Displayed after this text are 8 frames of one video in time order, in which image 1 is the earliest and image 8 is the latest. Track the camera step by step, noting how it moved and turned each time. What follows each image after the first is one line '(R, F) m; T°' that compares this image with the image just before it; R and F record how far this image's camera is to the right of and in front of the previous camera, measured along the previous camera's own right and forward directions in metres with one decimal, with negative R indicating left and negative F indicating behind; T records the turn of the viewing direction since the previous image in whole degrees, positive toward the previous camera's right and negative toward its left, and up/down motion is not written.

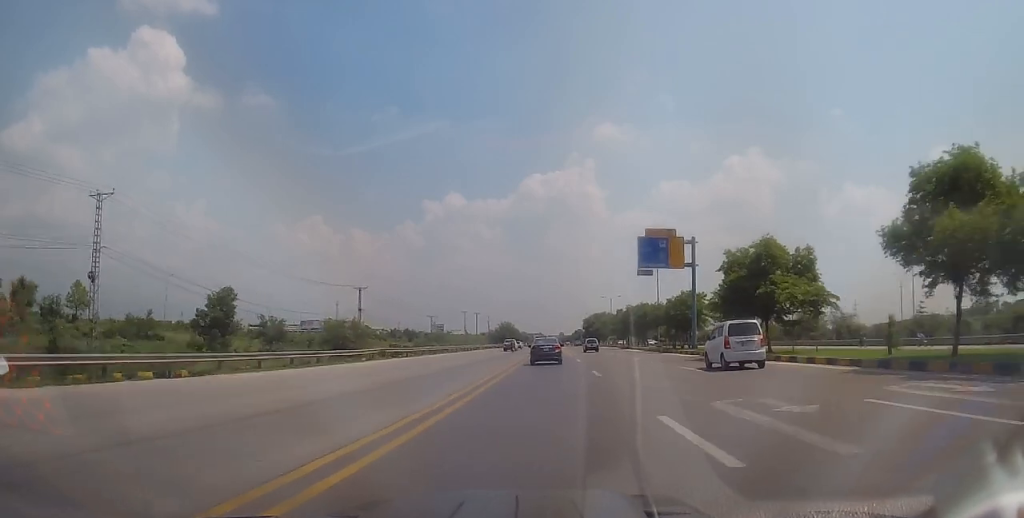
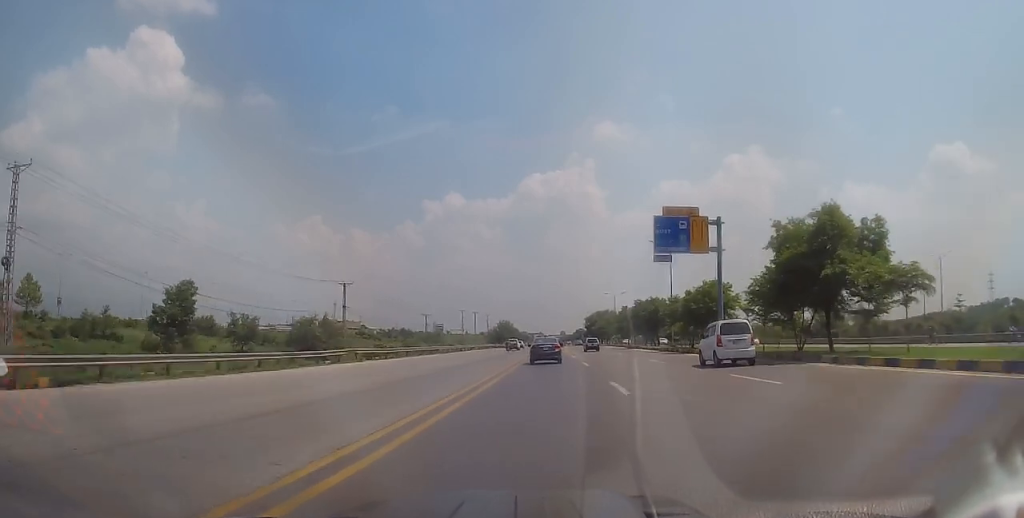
(0.0, +7.8) m; 0°
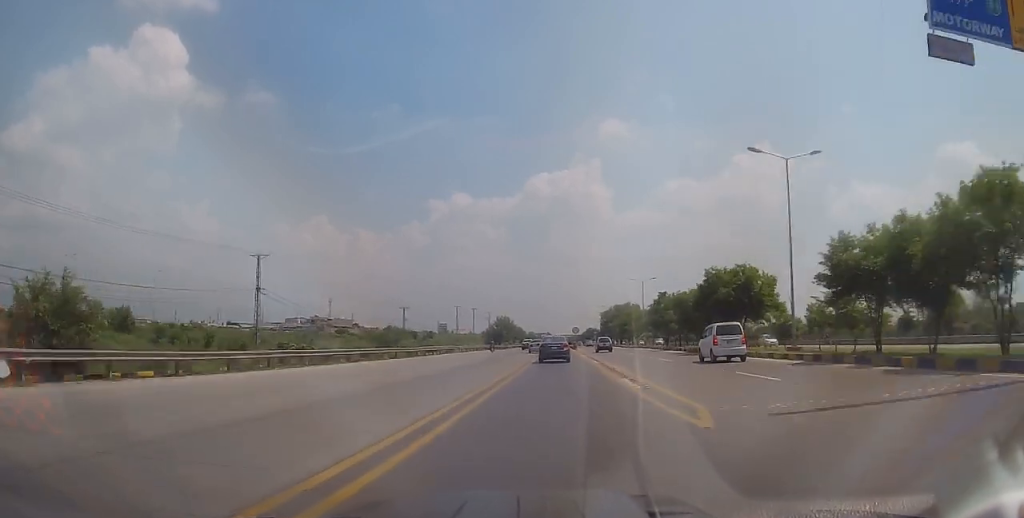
(-0.6, +30.8) m; -1°
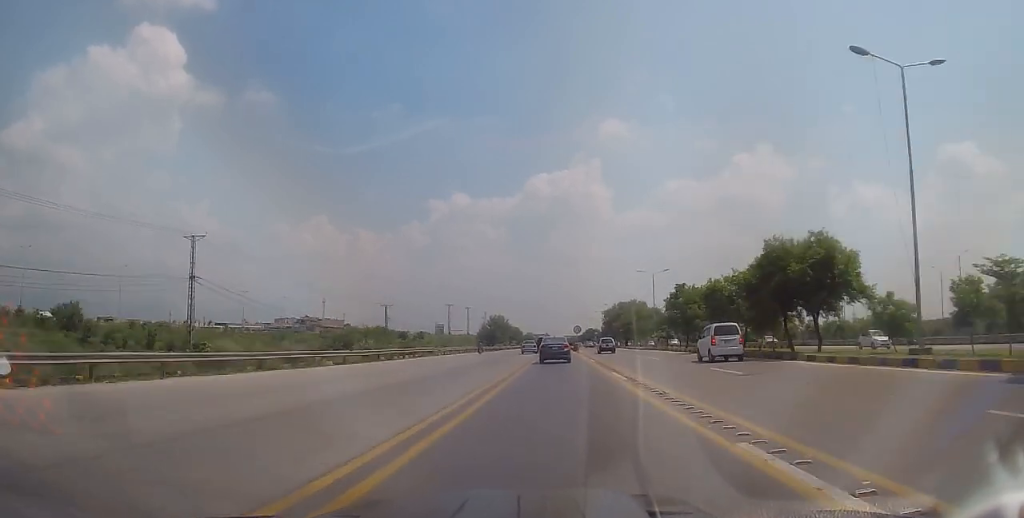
(+0.1, +12.4) m; +1°
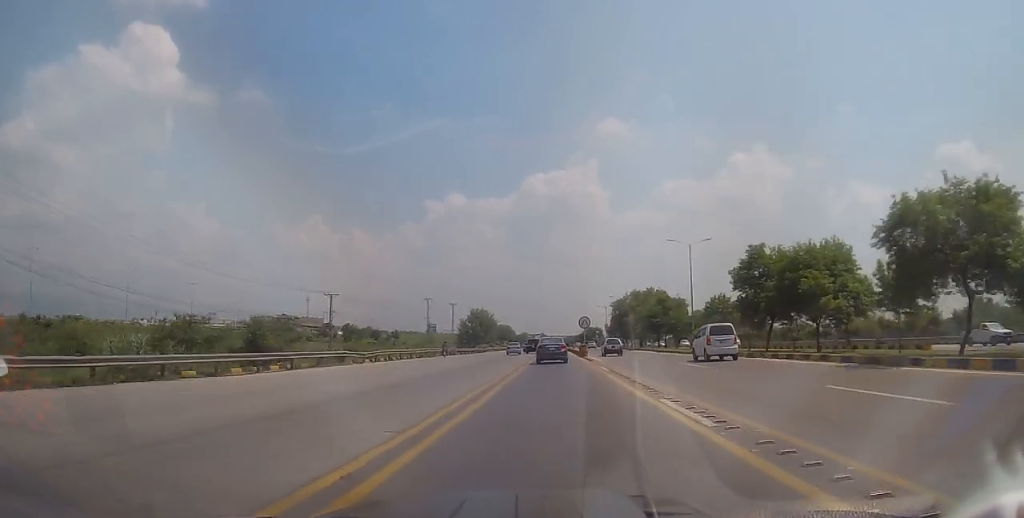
(+0.3, +26.4) m; +2°
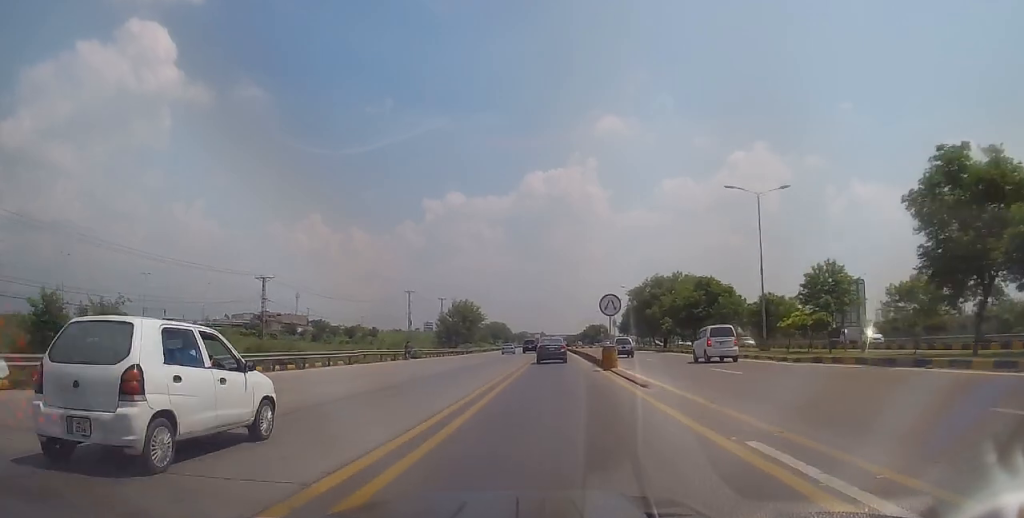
(+0.3, +21.1) m; -1°
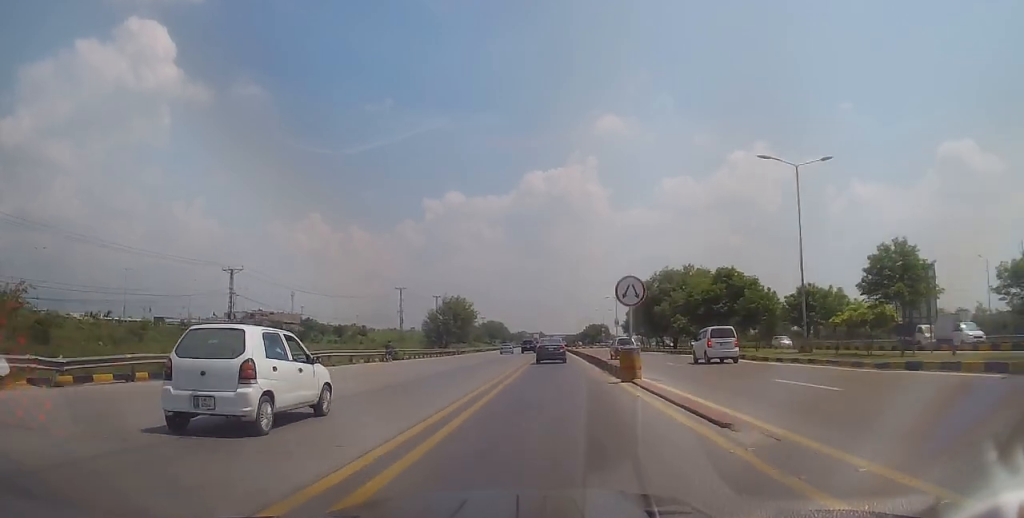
(-0.1, +6.8) m; -1°
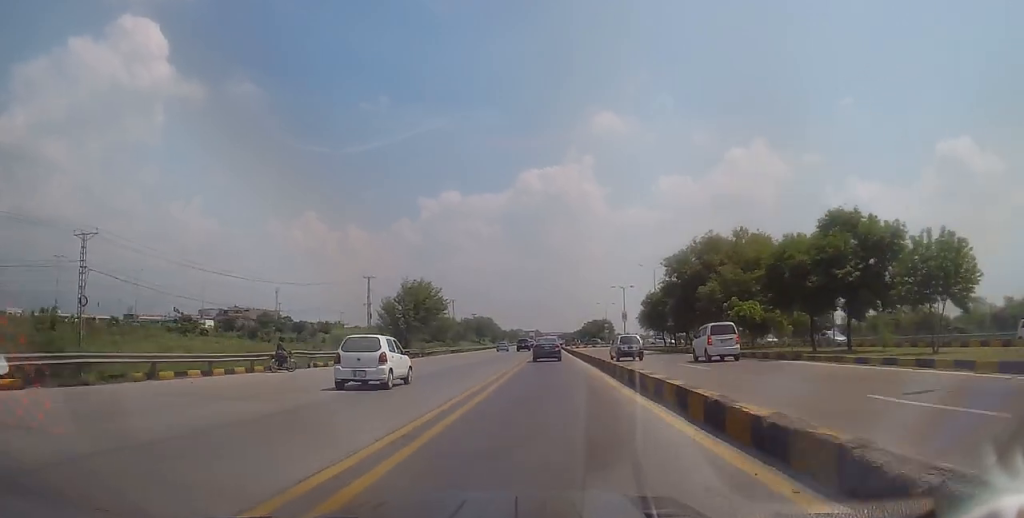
(-0.4, +21.1) m; +1°
